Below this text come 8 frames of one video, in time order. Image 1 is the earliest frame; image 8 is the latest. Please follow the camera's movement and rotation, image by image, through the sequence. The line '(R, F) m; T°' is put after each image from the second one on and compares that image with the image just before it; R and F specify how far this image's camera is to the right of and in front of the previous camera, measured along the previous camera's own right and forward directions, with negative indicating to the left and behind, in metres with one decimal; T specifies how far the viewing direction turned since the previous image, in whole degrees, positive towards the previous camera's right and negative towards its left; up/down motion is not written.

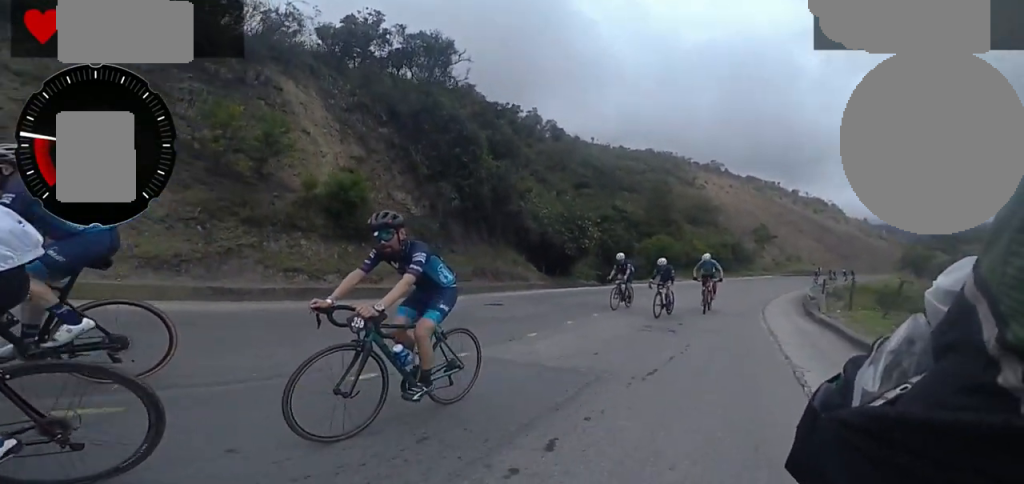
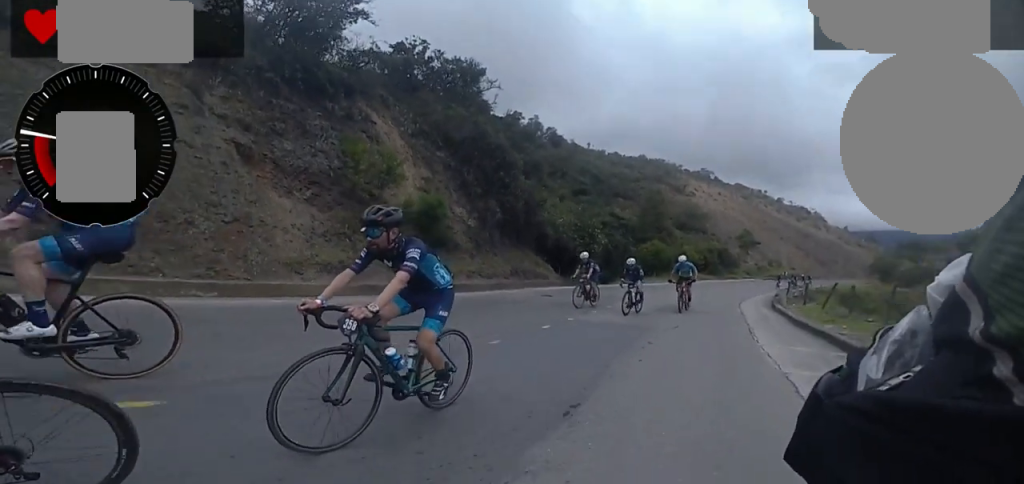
(+1.3, +4.9) m; 0°
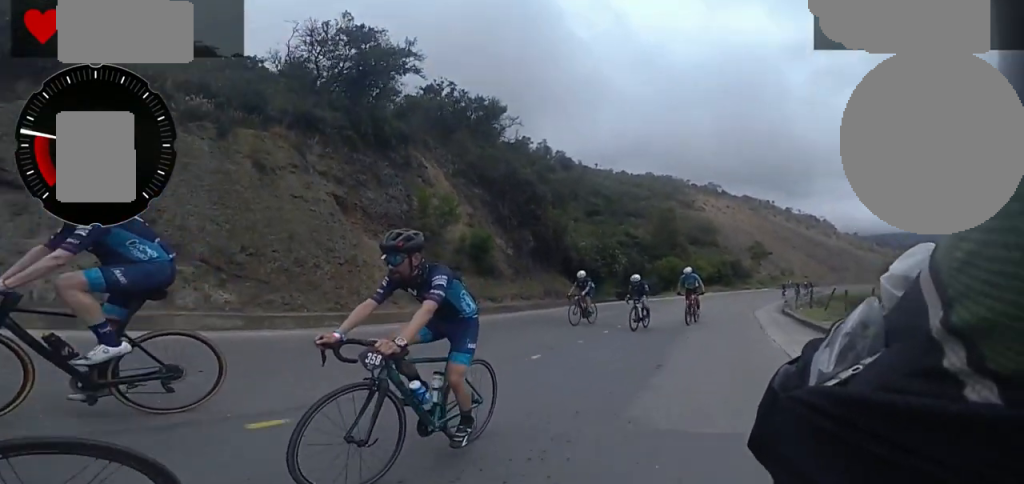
(-1.0, +3.0) m; -4°
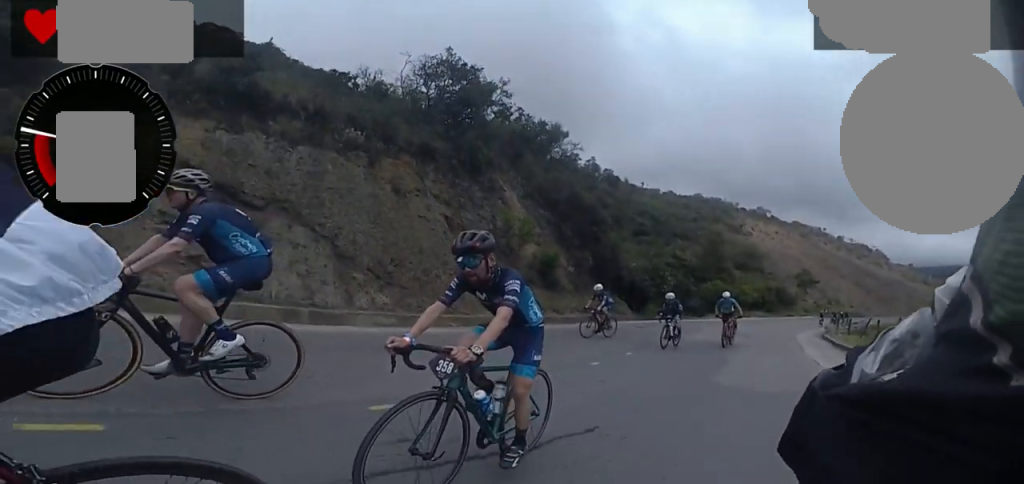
(+0.1, +3.1) m; +1°
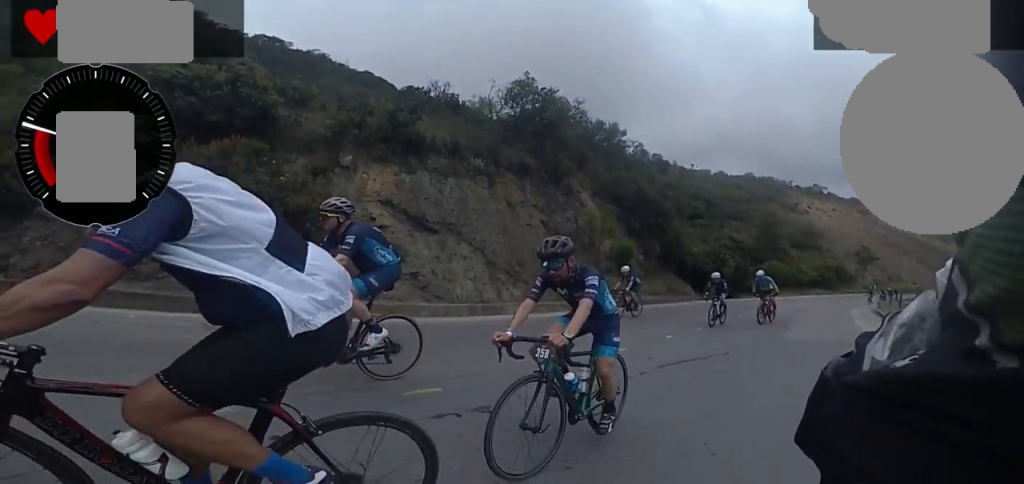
(+0.4, +3.7) m; +4°
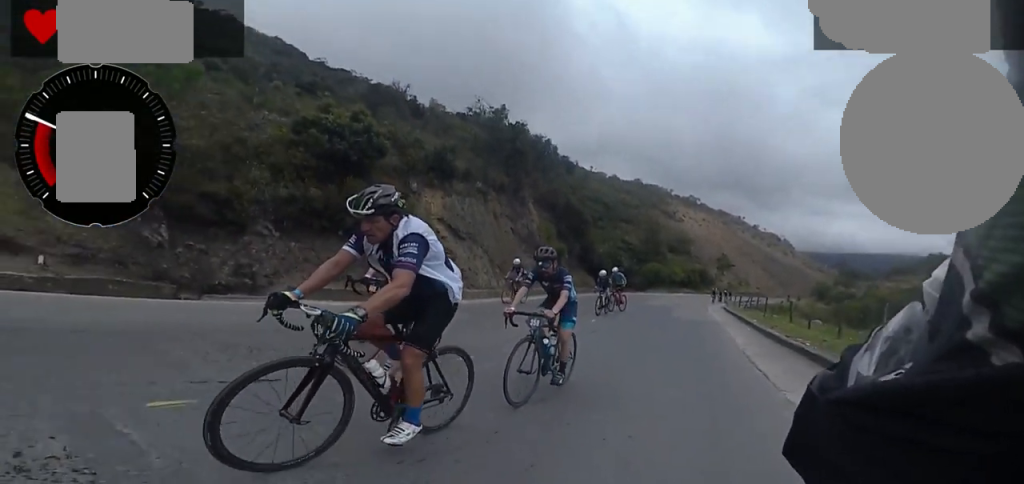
(+0.2, +6.8) m; +11°
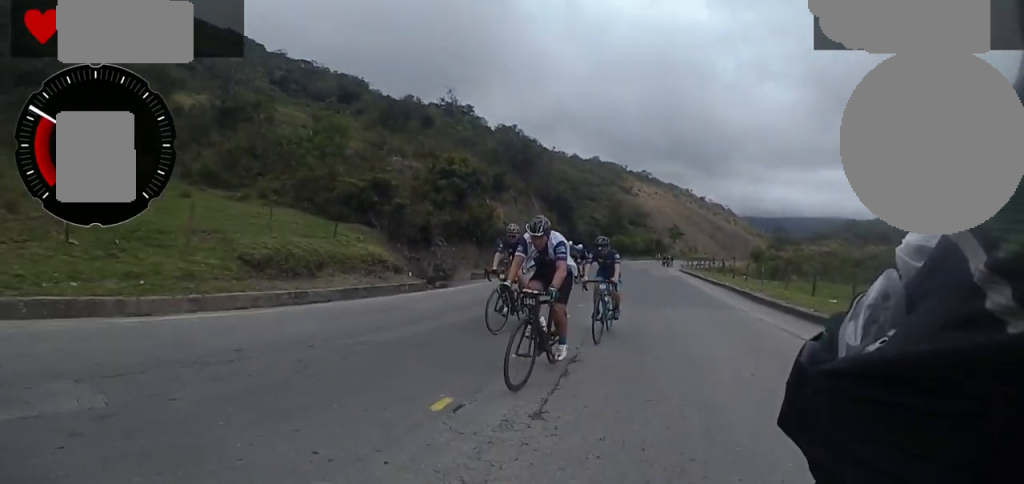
(-0.2, +9.6) m; -8°
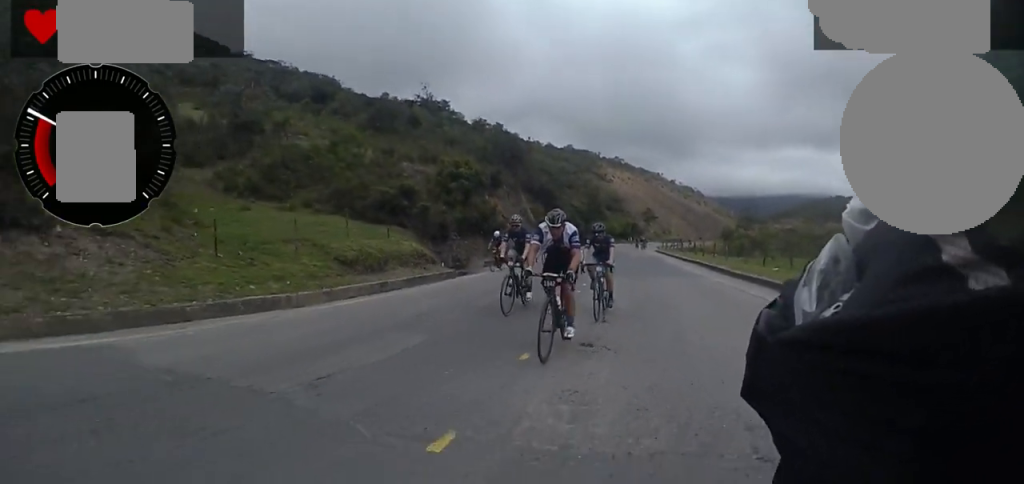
(-0.4, +3.3) m; 0°
